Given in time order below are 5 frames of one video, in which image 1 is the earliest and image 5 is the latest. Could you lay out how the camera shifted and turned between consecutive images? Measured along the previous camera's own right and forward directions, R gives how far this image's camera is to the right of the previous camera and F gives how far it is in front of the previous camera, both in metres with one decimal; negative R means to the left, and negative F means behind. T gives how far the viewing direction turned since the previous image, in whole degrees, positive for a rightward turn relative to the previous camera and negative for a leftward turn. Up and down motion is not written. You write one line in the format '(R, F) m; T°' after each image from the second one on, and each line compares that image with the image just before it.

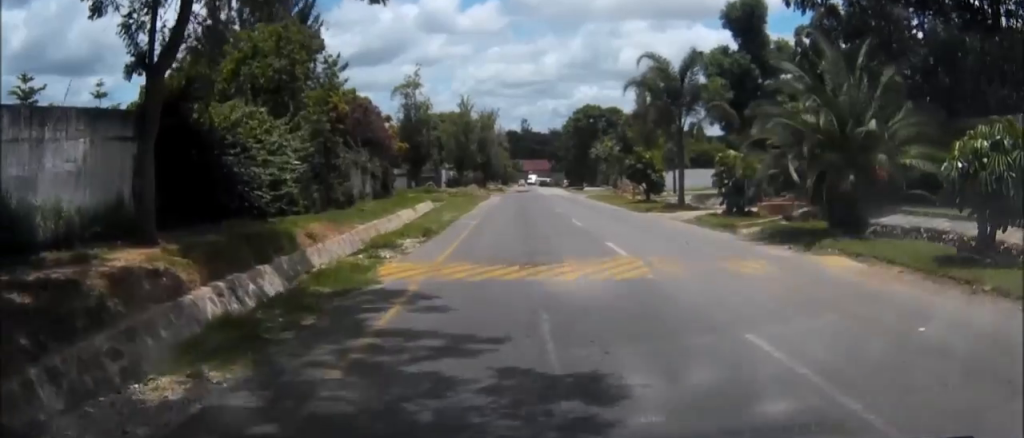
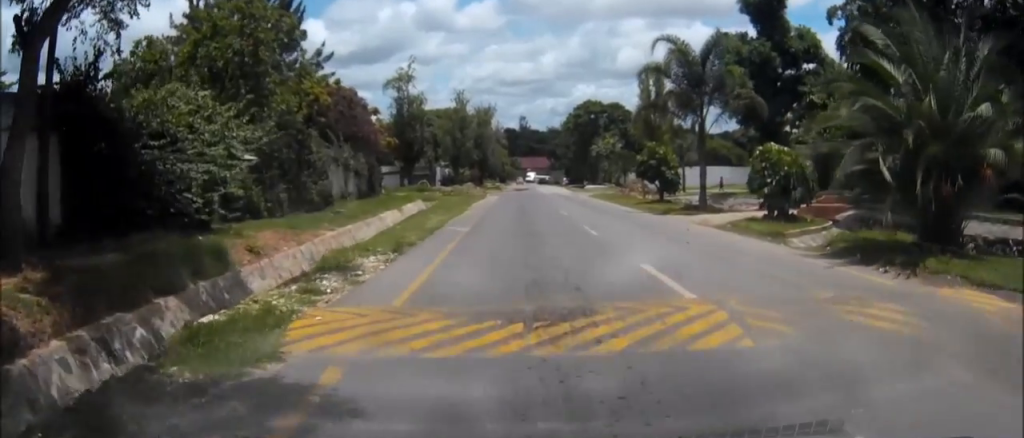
(0.0, +4.3) m; +1°
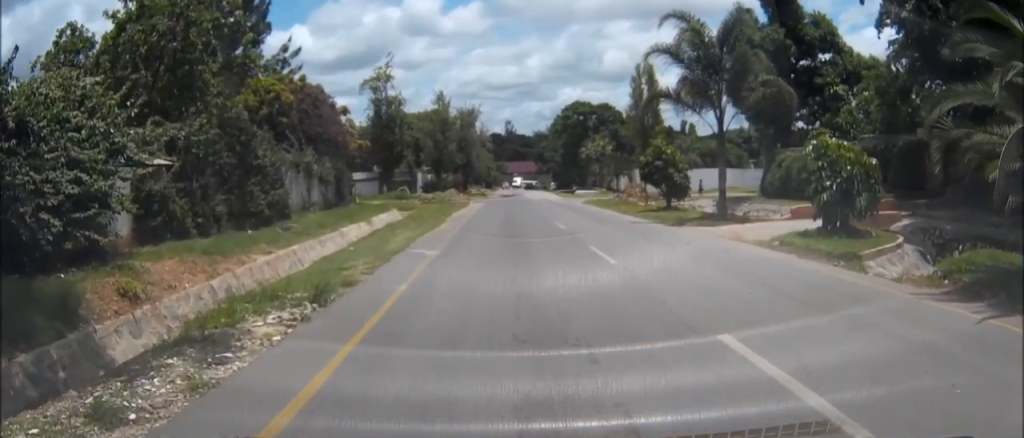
(+0.1, +4.6) m; +1°
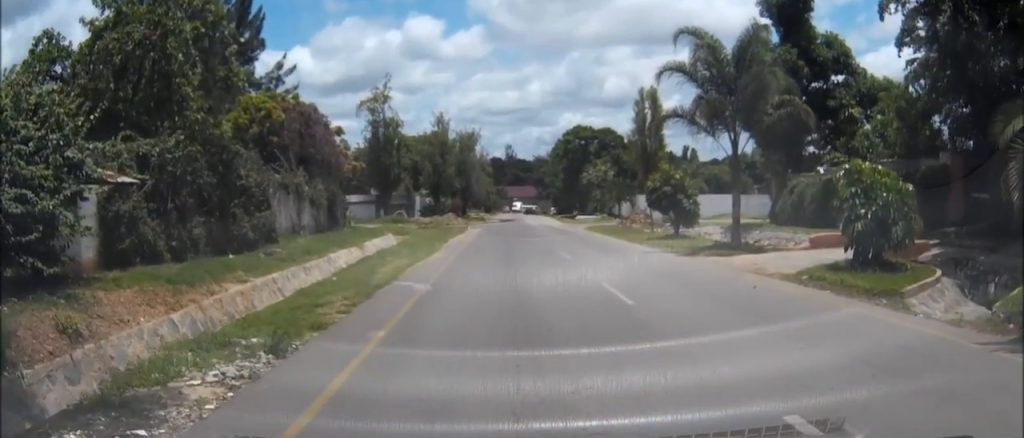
(0.0, +1.9) m; -3°
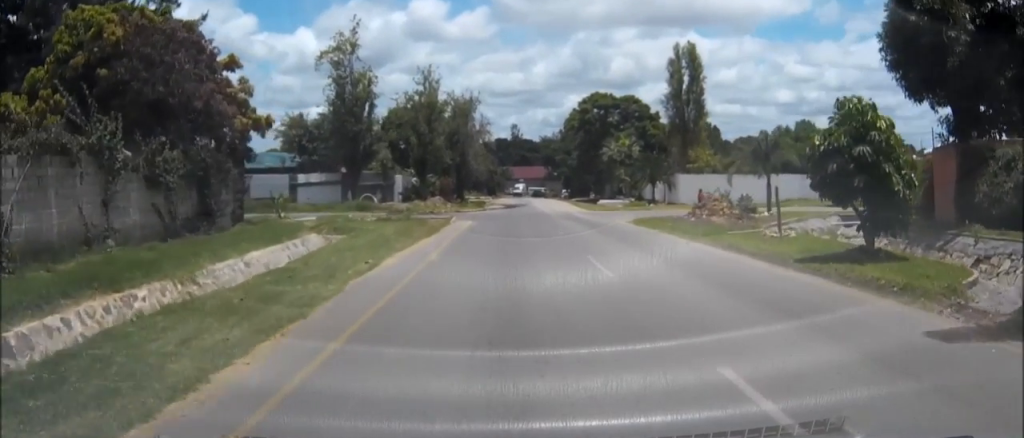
(+0.2, +16.6) m; +1°
